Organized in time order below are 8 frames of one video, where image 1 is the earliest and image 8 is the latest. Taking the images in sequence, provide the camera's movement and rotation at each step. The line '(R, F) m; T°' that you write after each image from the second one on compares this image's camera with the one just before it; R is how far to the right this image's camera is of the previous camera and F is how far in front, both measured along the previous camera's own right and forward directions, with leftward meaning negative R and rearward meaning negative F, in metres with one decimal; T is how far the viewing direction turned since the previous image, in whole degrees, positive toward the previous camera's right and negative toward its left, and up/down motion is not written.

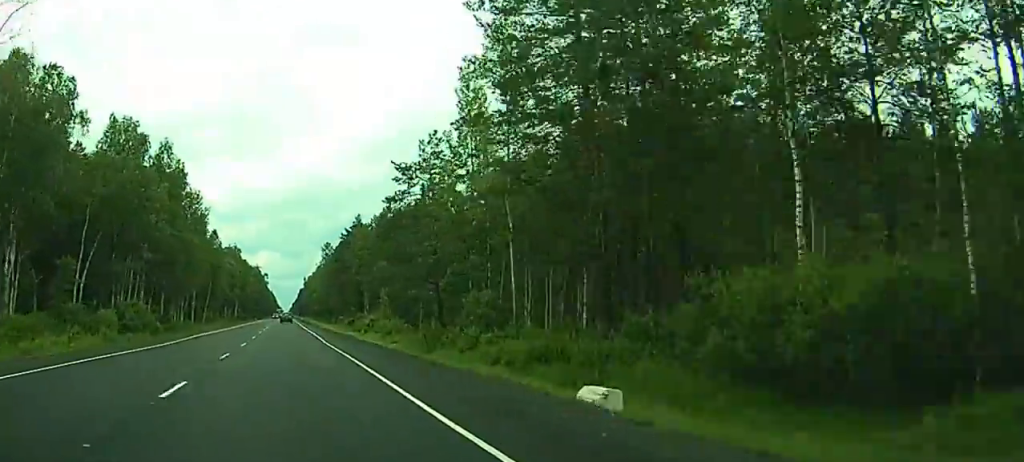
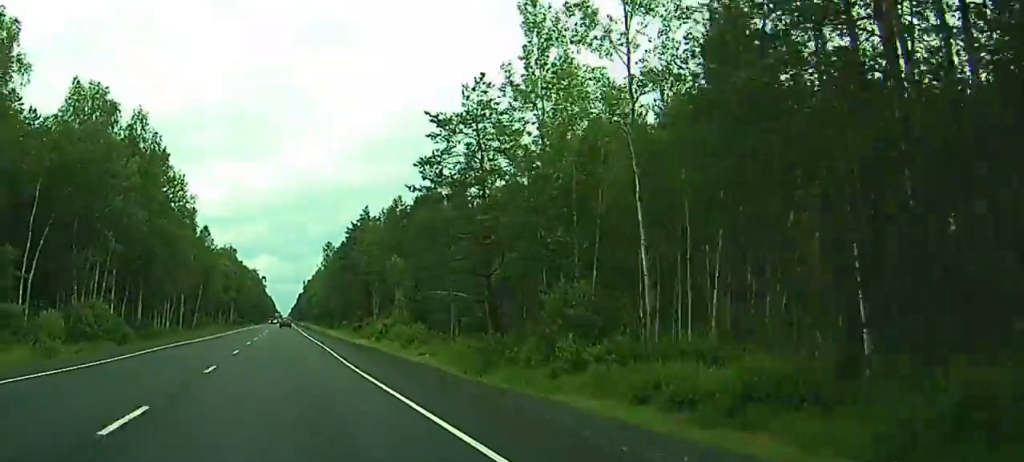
(0.0, +16.0) m; 0°
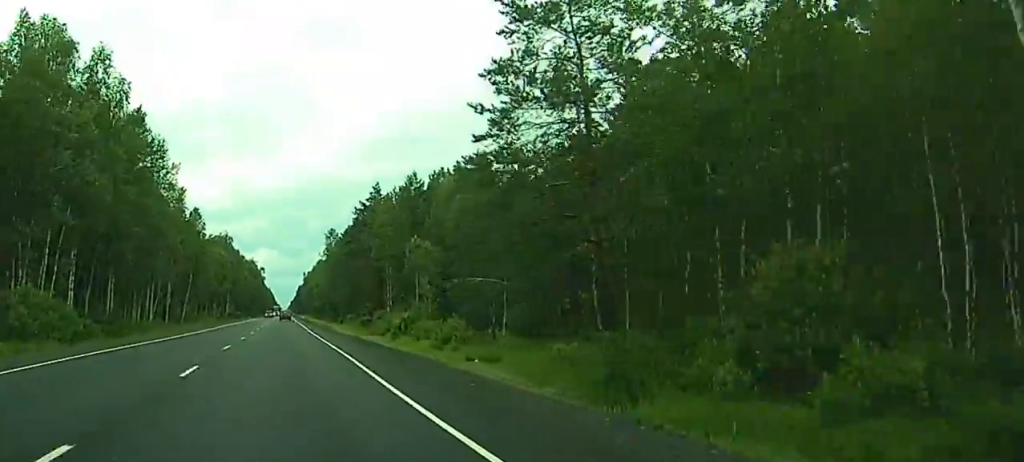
(0.0, +16.1) m; 0°
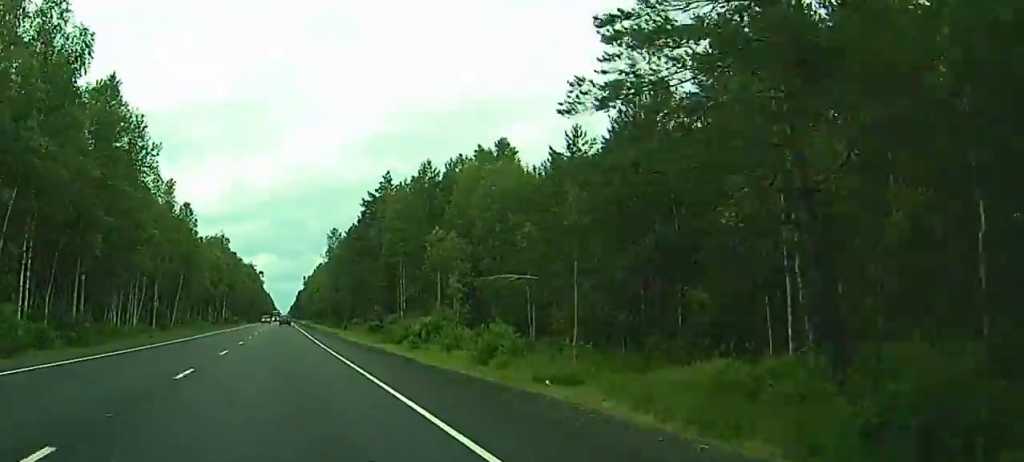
(0.0, +12.3) m; 0°
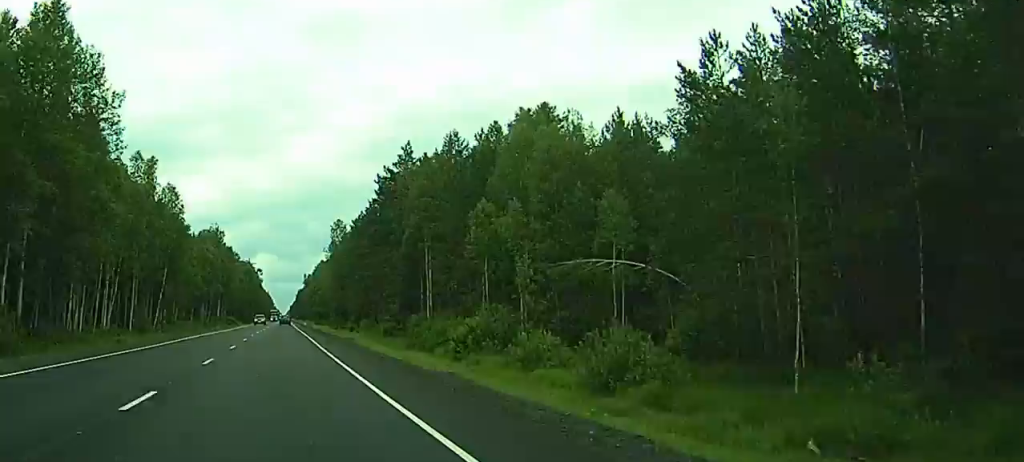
(+0.1, +17.1) m; 0°
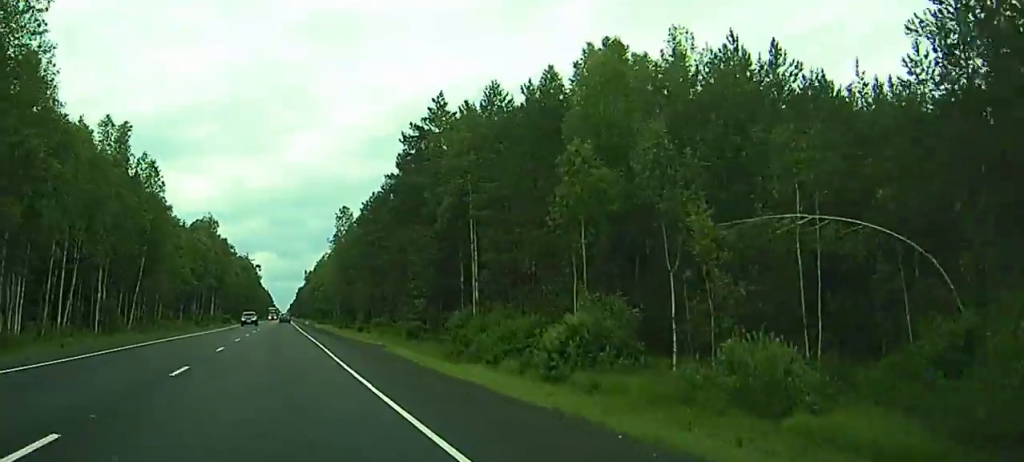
(0.0, +18.0) m; 0°
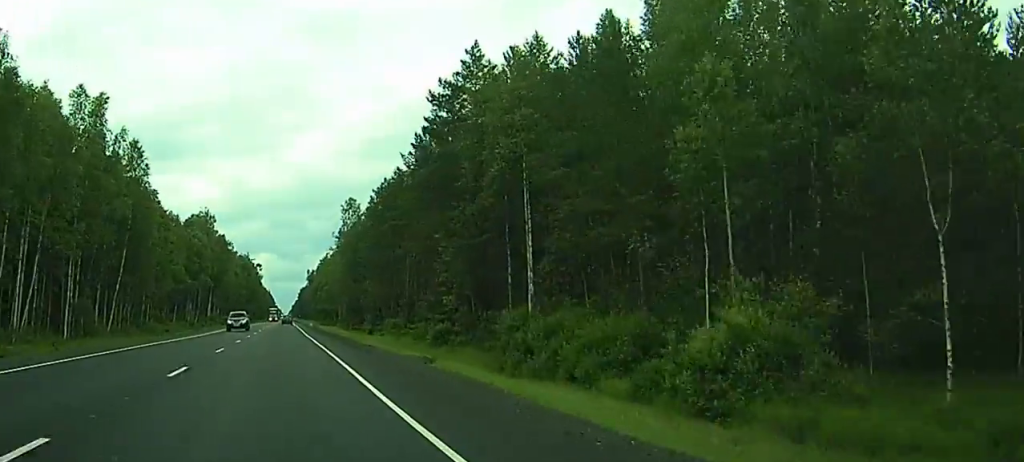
(0.0, +12.3) m; 0°
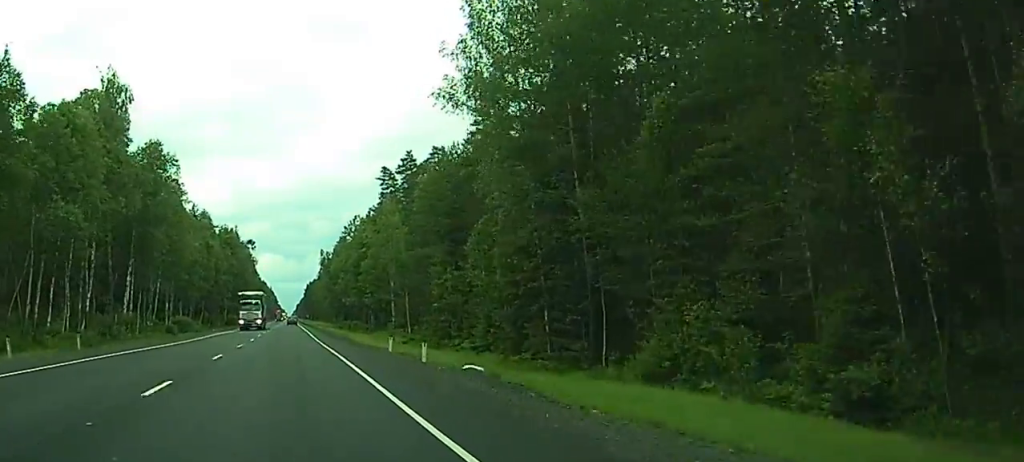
(0.0, +99.8) m; 0°
